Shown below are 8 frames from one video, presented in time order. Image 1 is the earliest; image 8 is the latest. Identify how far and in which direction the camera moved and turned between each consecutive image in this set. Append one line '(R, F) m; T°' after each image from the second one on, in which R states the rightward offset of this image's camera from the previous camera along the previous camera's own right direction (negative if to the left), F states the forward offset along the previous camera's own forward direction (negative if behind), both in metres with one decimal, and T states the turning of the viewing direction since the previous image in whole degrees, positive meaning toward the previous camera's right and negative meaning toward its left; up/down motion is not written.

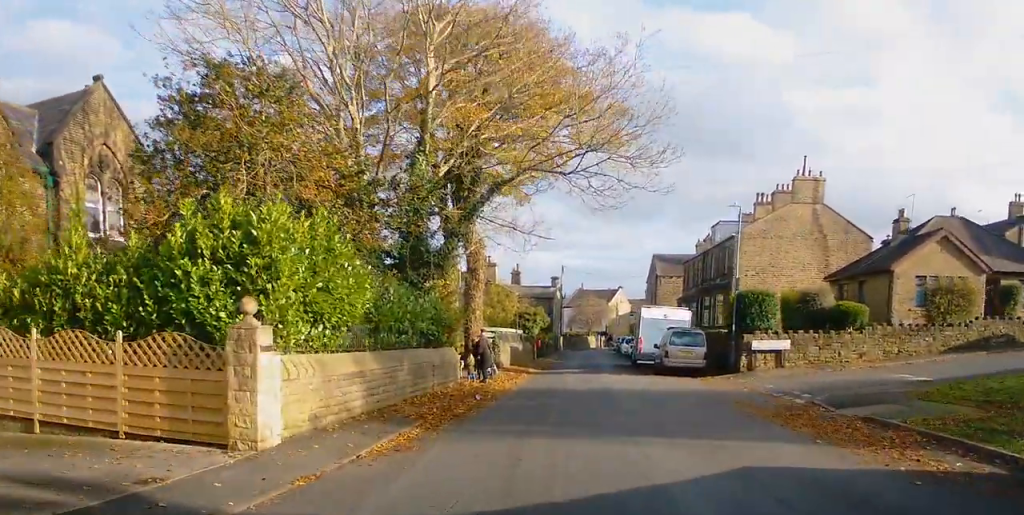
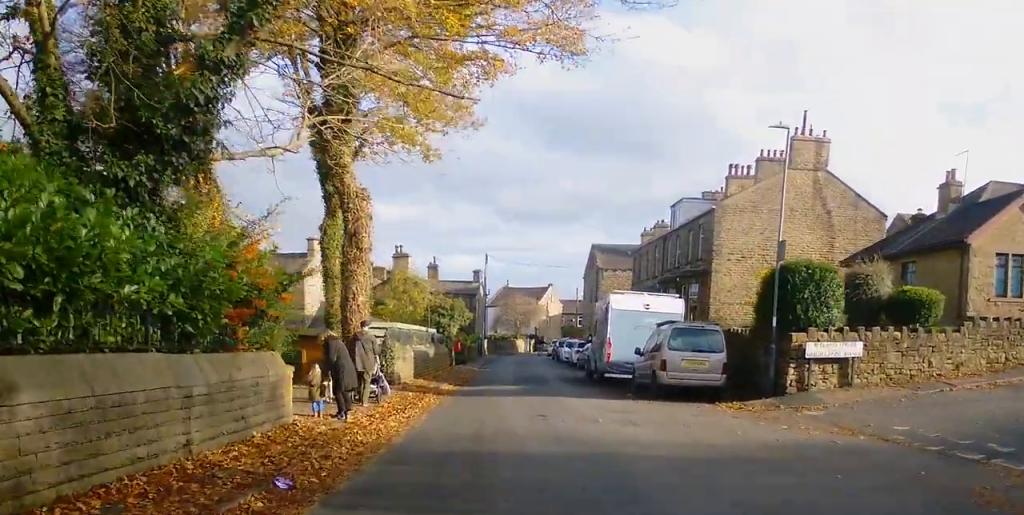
(+0.4, +11.4) m; +5°
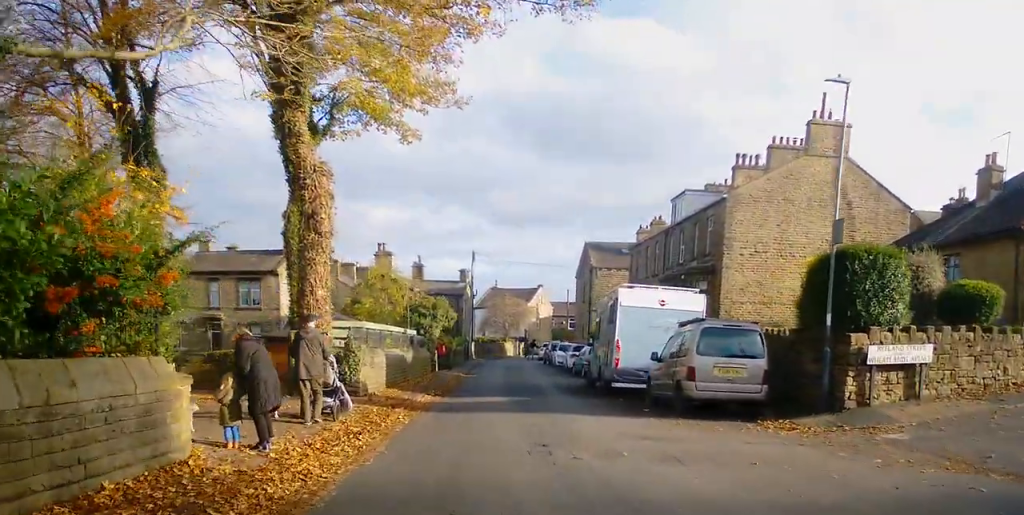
(+0.2, +3.7) m; +2°
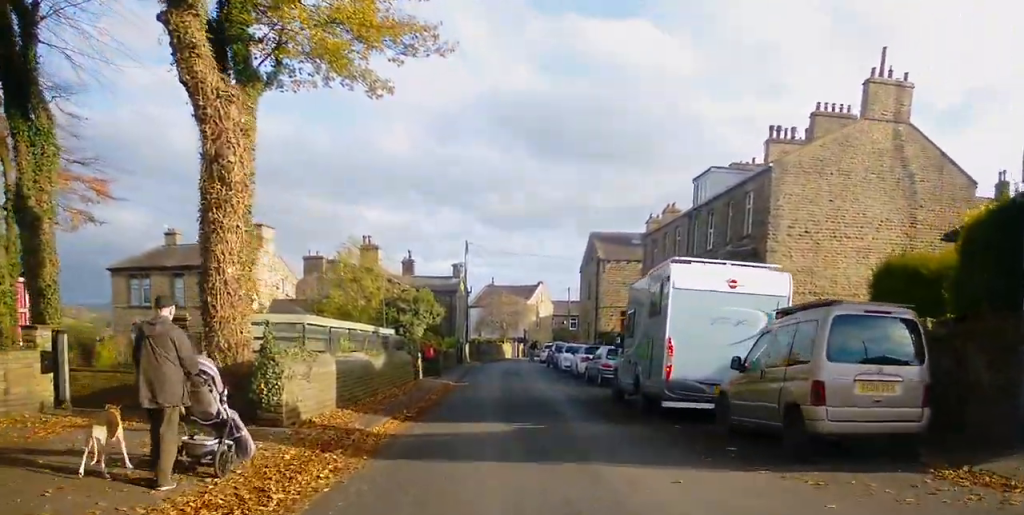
(+0.1, +6.0) m; +3°
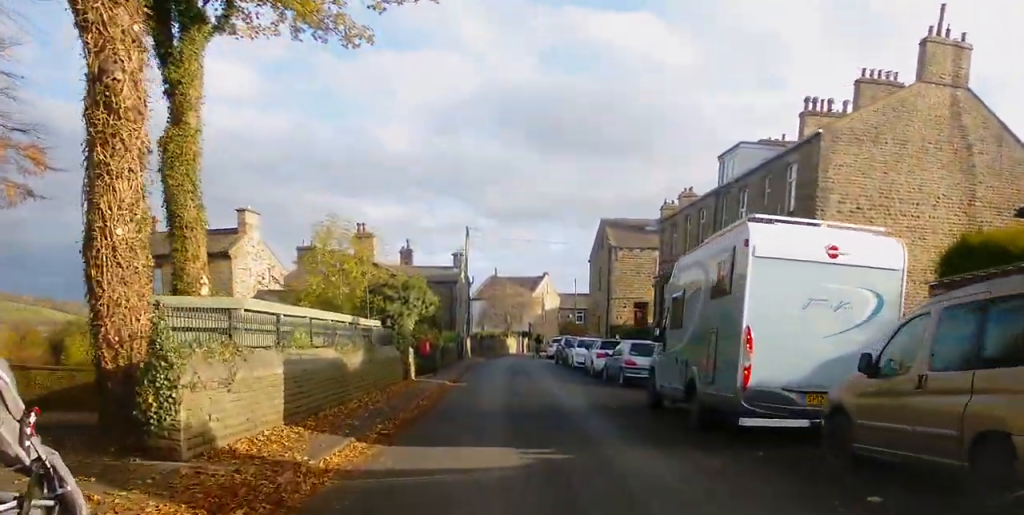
(-0.1, +3.9) m; +2°
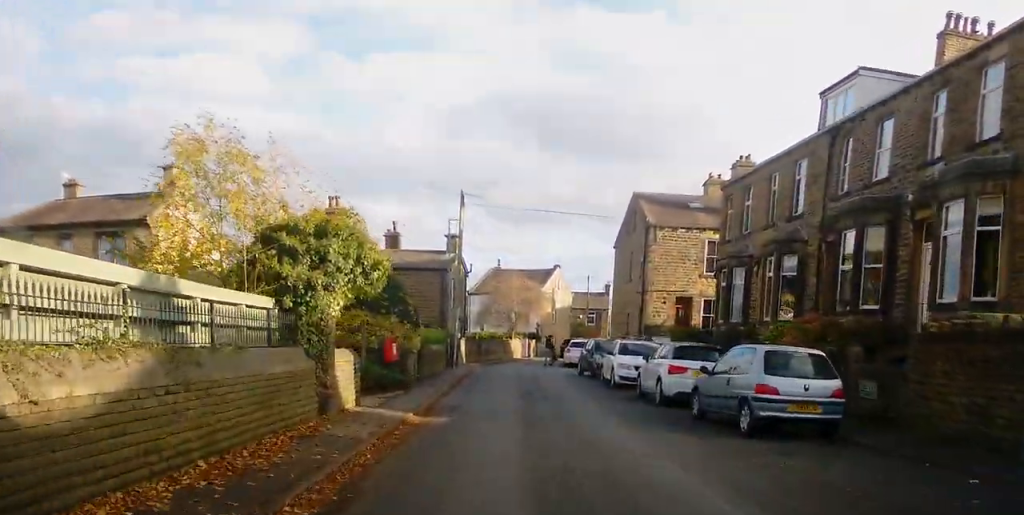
(+0.2, +11.3) m; -4°
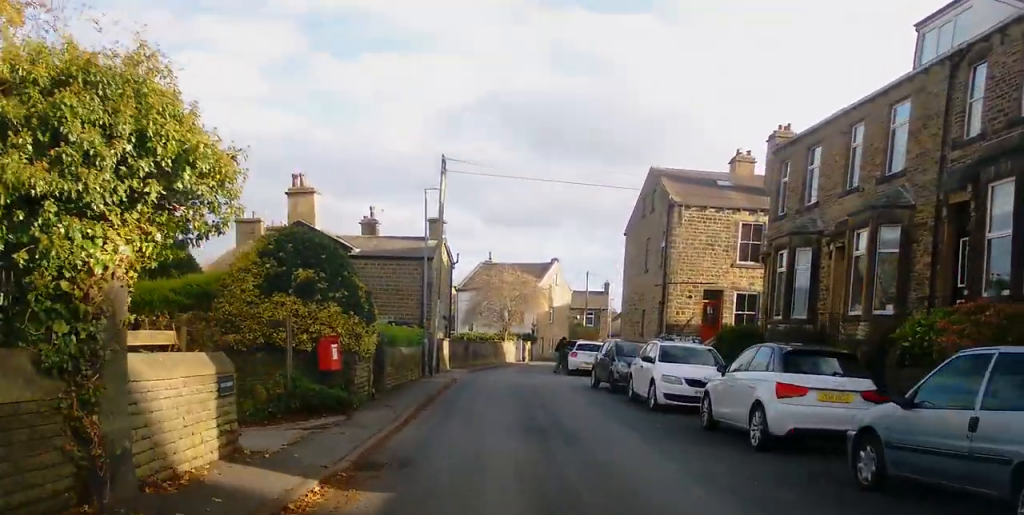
(-0.7, +7.1) m; -2°
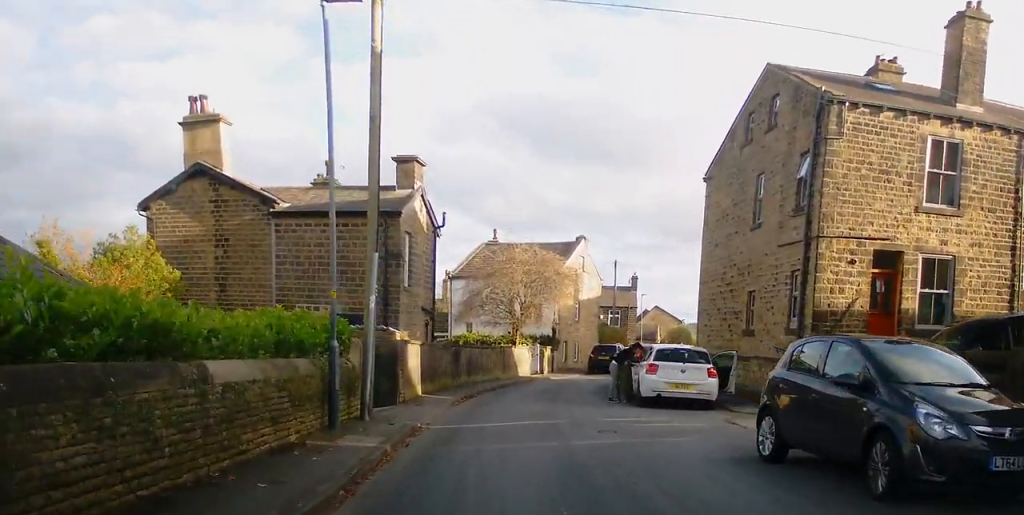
(+1.5, +15.6) m; +2°
